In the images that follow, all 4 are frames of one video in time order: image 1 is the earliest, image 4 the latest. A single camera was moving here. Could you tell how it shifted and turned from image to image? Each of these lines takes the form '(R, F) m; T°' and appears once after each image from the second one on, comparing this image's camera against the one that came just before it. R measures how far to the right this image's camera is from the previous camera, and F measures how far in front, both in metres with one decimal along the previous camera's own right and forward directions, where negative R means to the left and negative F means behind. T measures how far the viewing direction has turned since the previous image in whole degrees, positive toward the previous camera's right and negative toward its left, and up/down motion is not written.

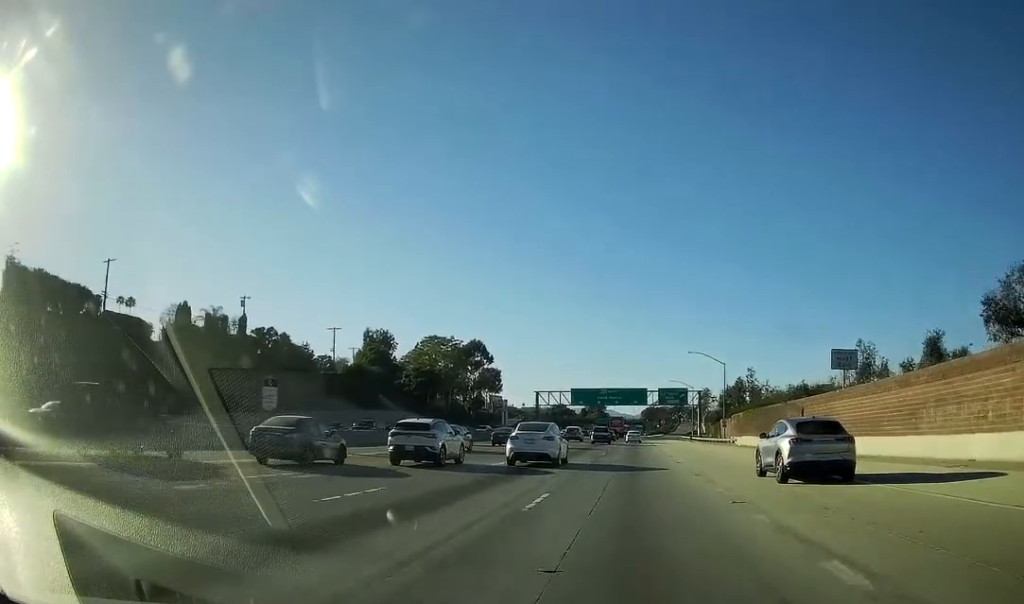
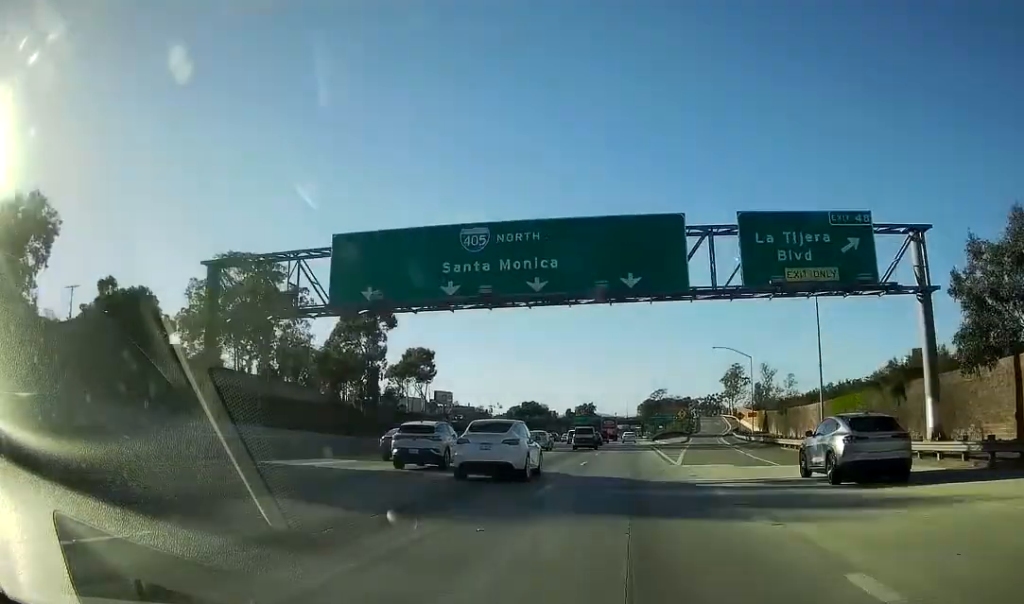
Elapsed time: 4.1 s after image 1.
(+0.3, +111.8) m; 0°
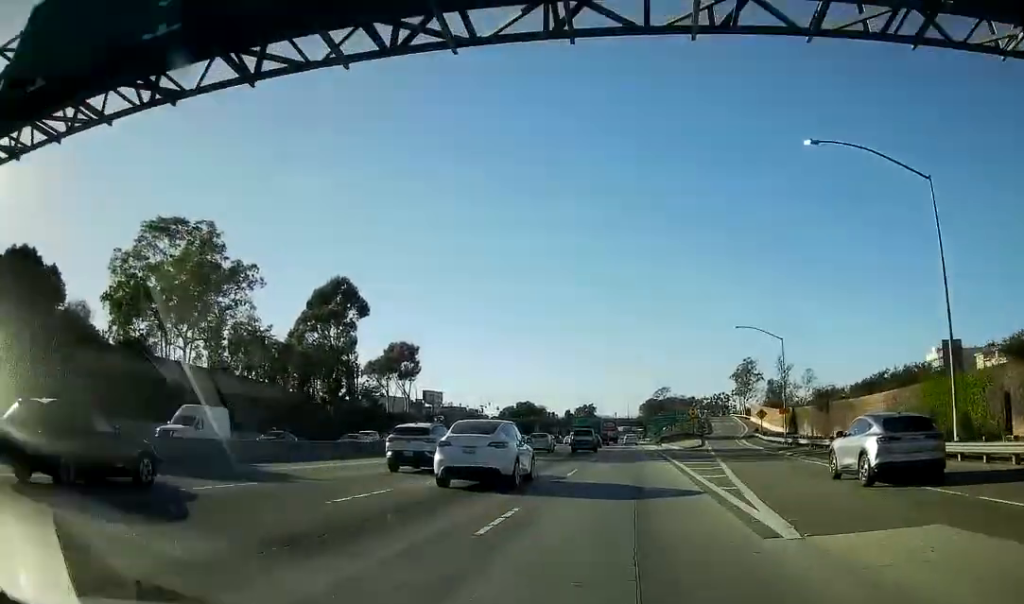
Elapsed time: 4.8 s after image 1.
(-0.1, +19.7) m; 0°
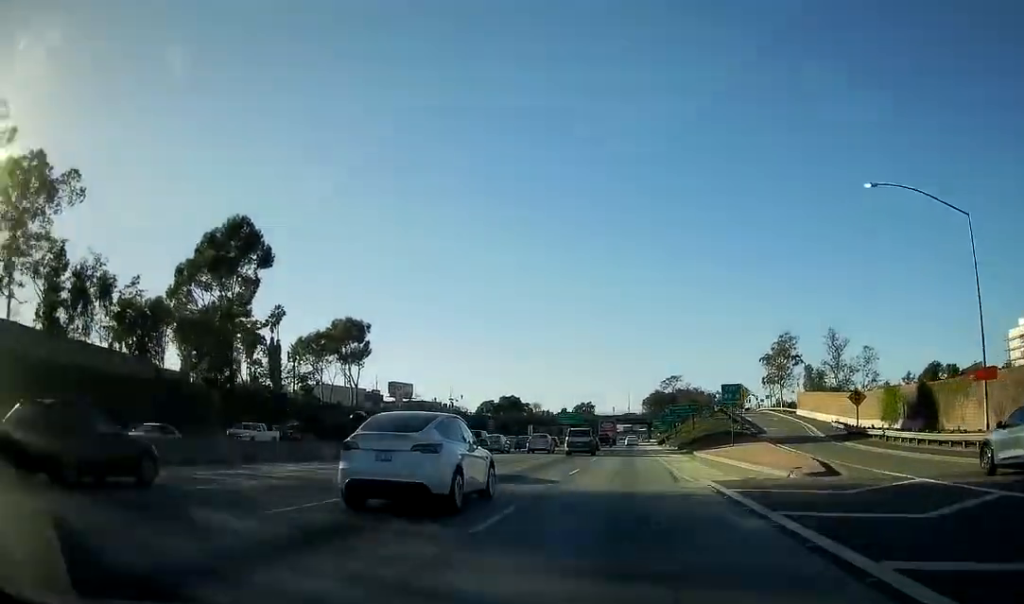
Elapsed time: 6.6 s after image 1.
(-0.4, +46.8) m; -1°
